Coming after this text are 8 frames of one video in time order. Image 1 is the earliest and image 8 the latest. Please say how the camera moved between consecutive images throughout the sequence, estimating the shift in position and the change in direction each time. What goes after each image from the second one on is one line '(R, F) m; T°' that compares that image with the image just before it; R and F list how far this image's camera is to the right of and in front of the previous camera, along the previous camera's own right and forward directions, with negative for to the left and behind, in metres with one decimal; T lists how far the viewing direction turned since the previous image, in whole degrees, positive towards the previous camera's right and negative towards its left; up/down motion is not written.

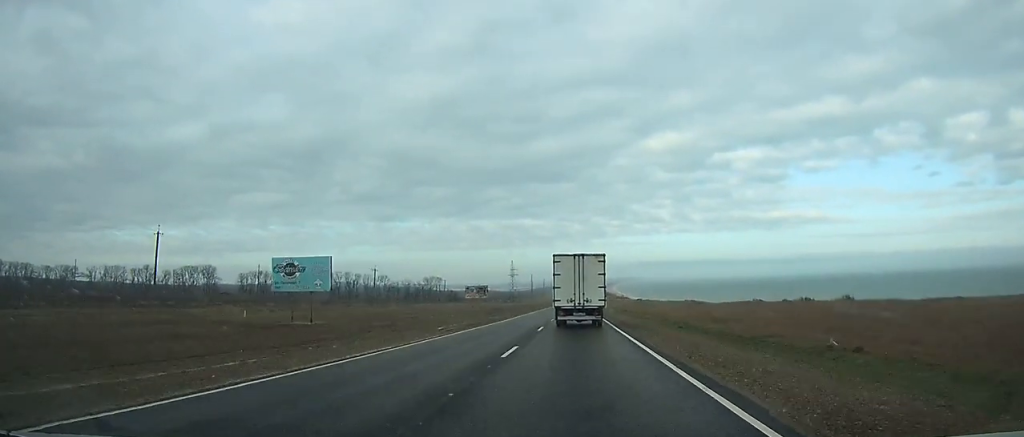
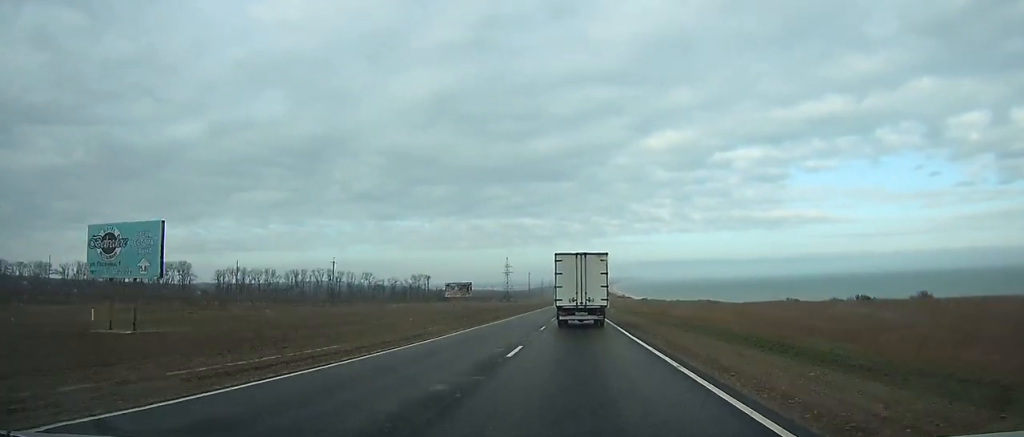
(+0.1, +24.0) m; 0°
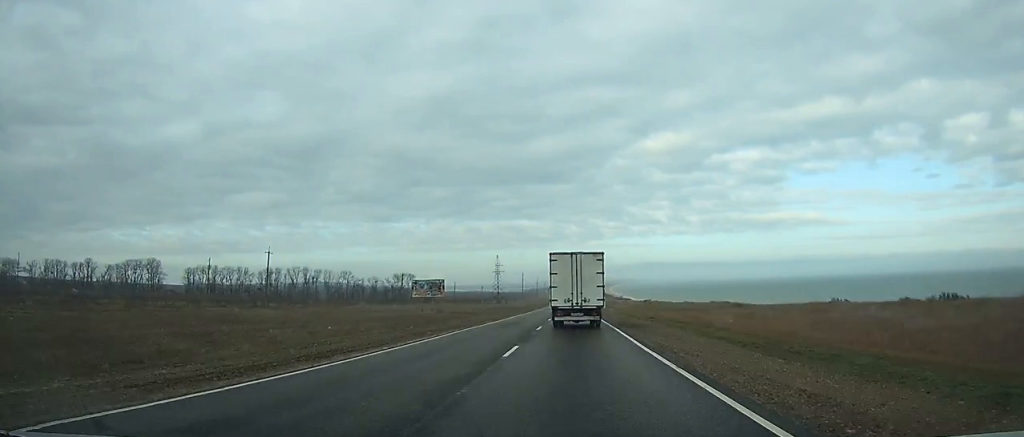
(0.0, +24.0) m; 0°
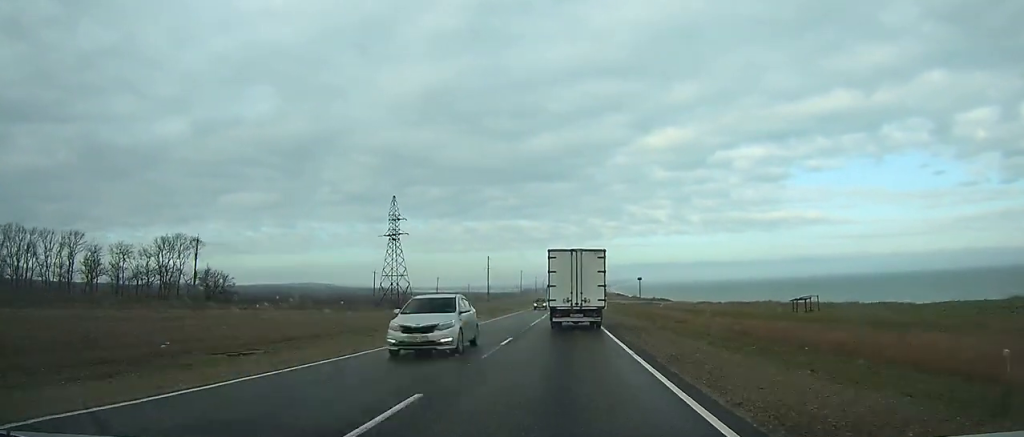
(+1.0, +164.8) m; 0°
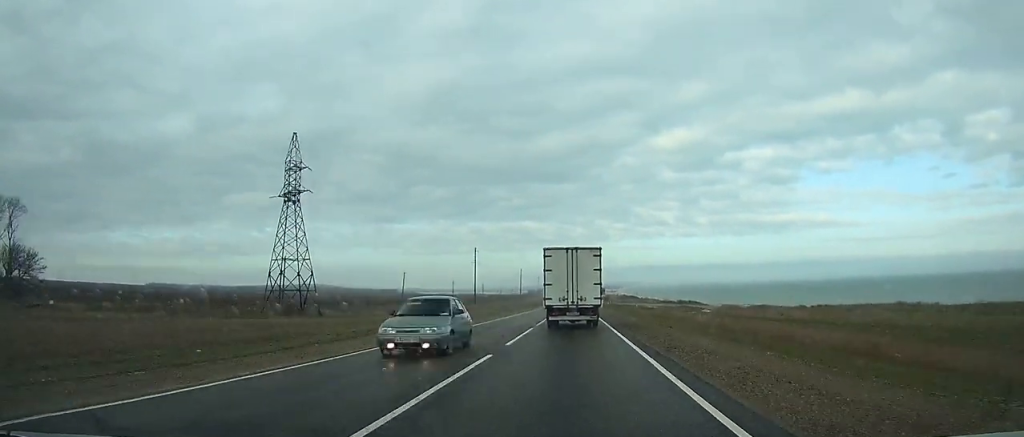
(0.0, +47.3) m; 0°
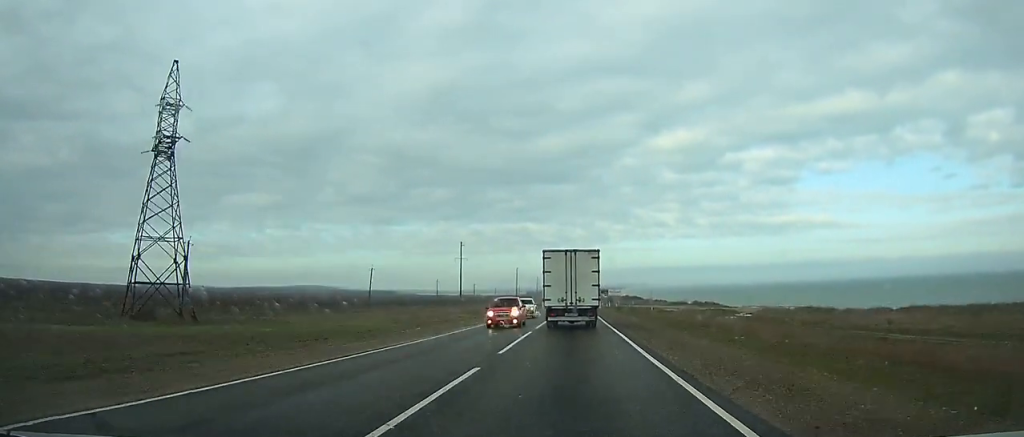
(+0.1, +26.8) m; 0°
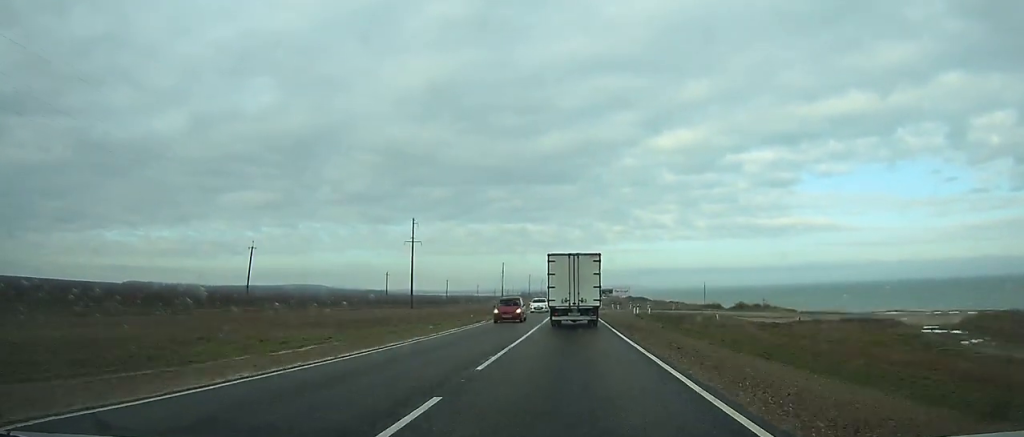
(+0.1, +51.4) m; 0°
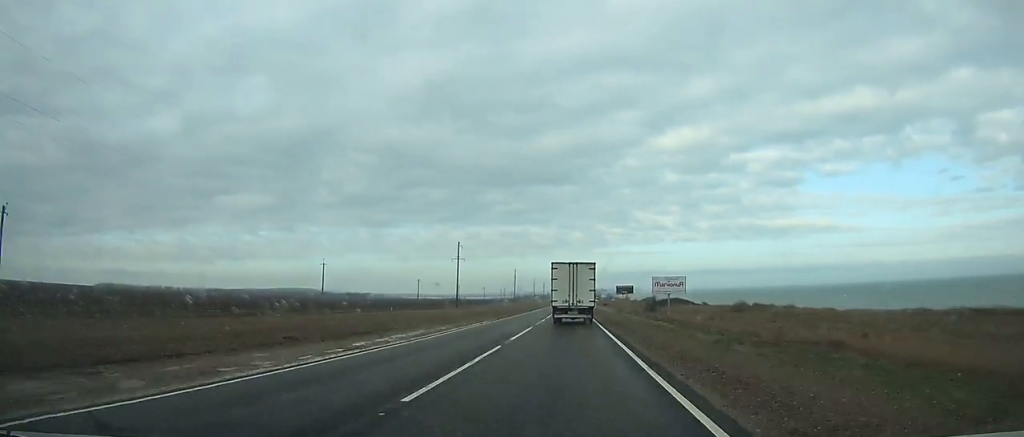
(+0.2, +111.1) m; 0°
